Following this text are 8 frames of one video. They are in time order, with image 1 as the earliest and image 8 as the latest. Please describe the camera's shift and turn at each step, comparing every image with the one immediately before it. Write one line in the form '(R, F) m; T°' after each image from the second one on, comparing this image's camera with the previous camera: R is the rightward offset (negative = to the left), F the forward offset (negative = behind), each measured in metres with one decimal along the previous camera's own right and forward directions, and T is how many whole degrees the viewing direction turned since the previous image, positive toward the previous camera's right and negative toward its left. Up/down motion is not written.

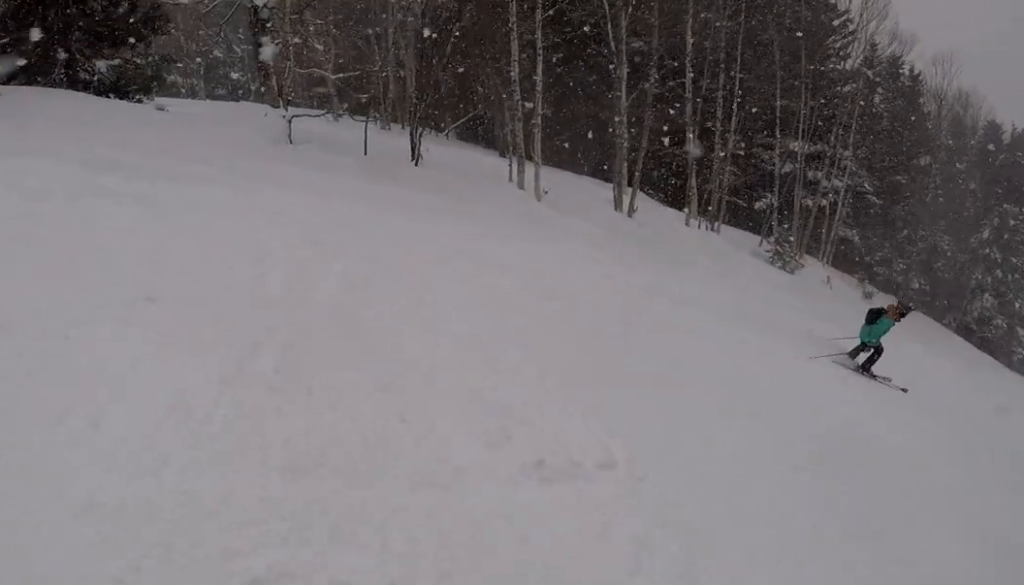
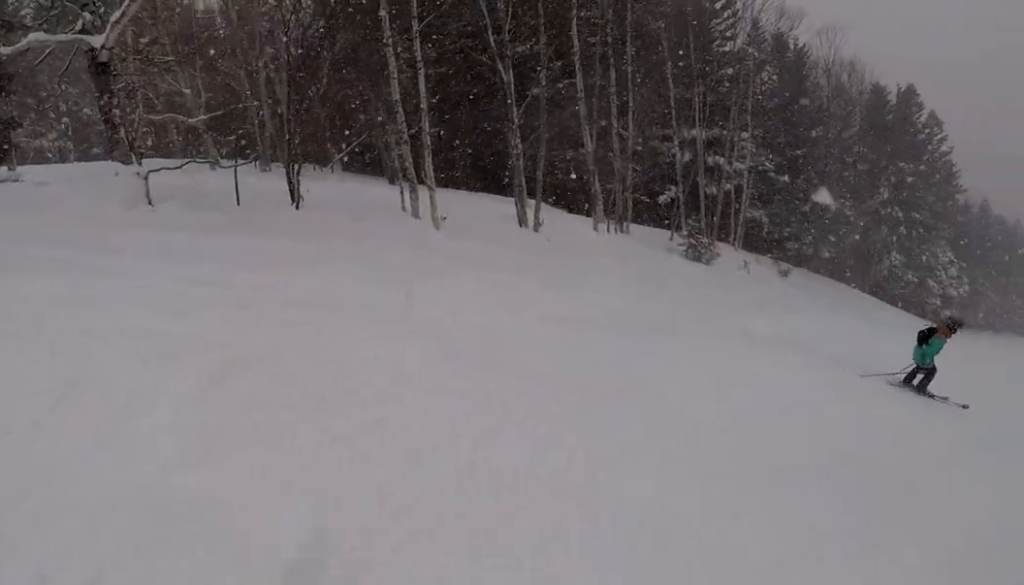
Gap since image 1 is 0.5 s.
(-0.2, +2.0) m; +14°
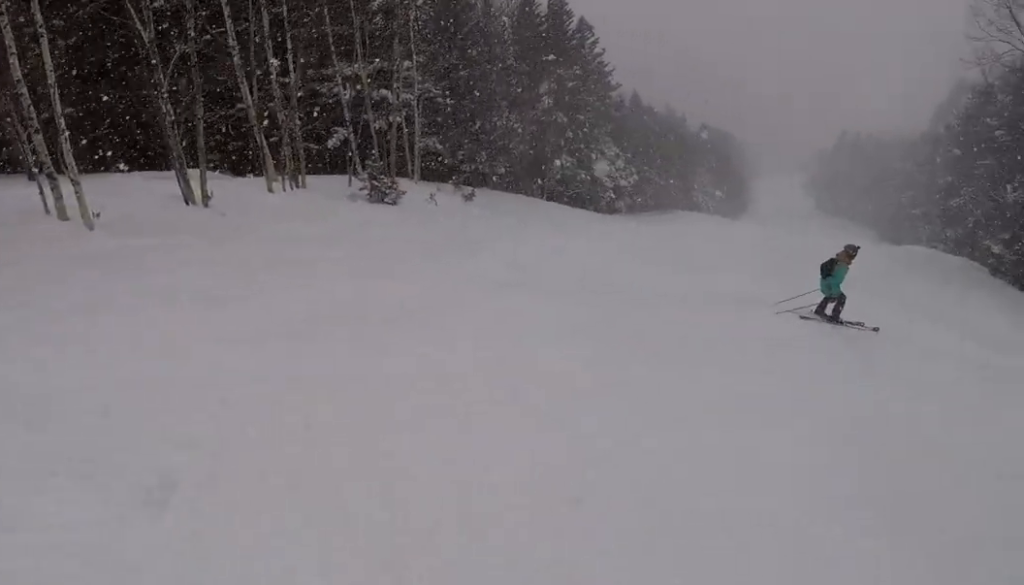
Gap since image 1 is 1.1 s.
(-0.3, +2.4) m; +23°
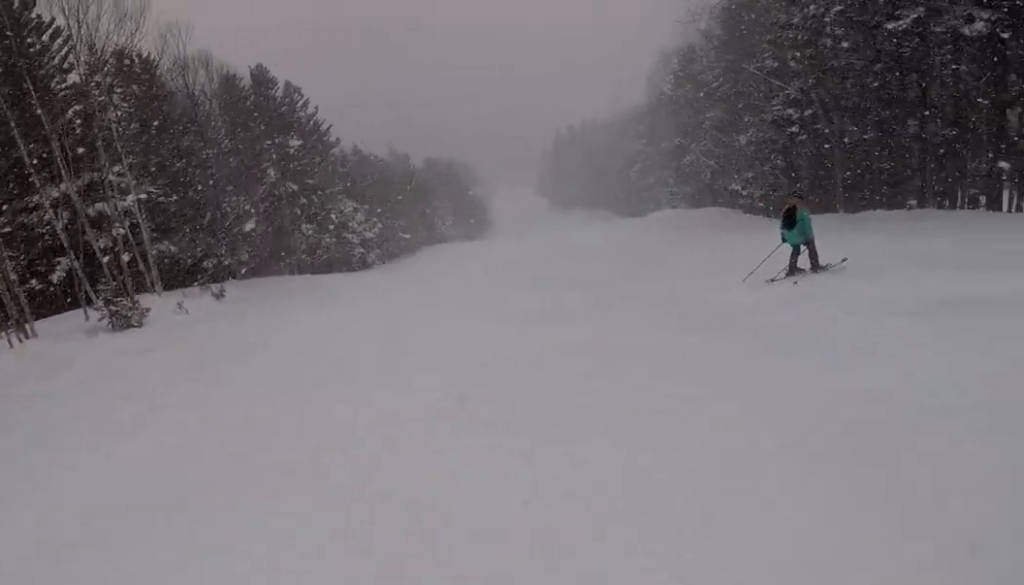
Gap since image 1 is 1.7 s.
(+1.3, +2.3) m; +29°
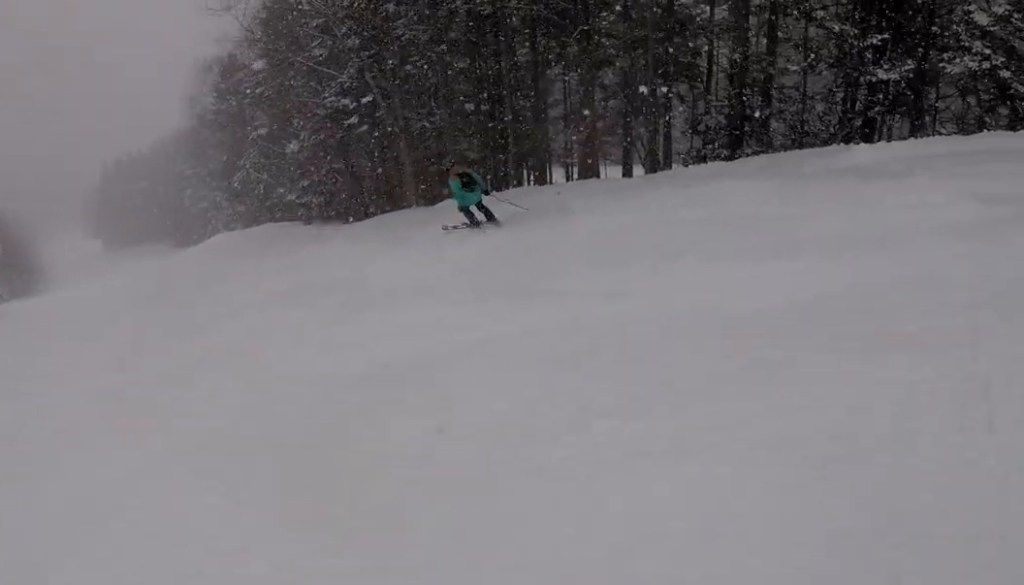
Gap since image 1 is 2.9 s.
(+1.6, +5.4) m; +33°
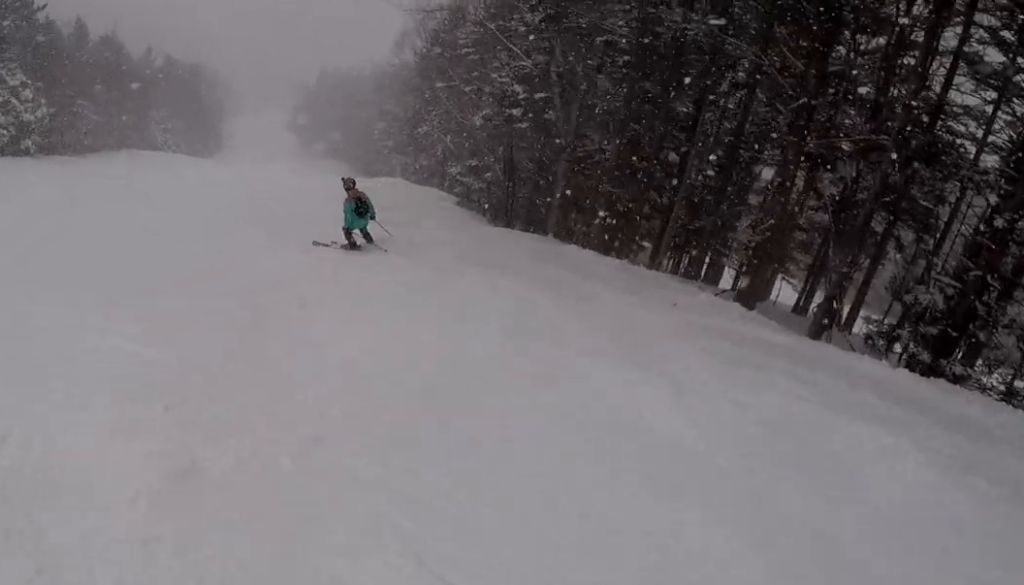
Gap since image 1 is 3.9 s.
(+1.3, +4.7) m; -12°
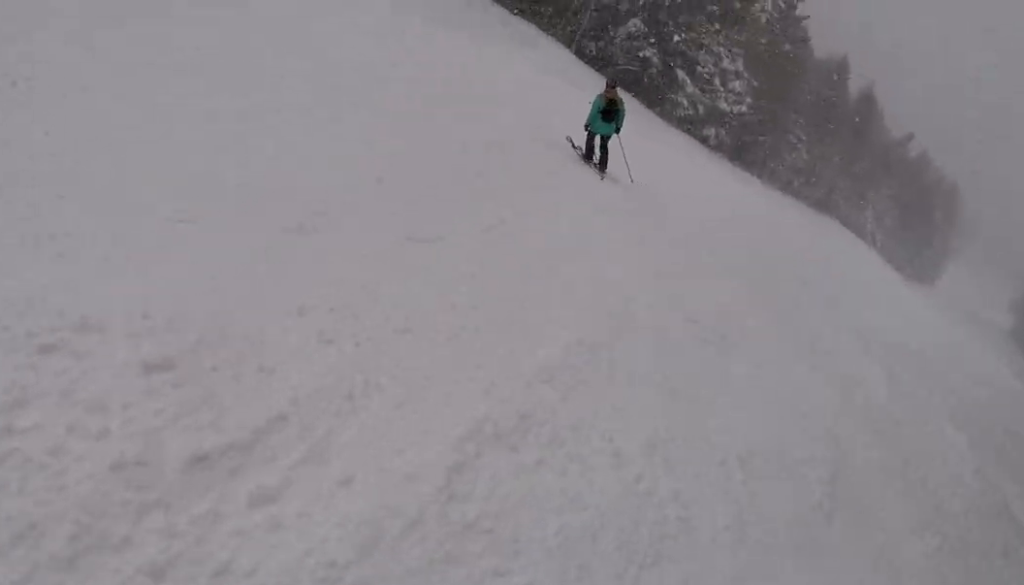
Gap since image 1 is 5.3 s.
(-3.7, +5.0) m; -54°
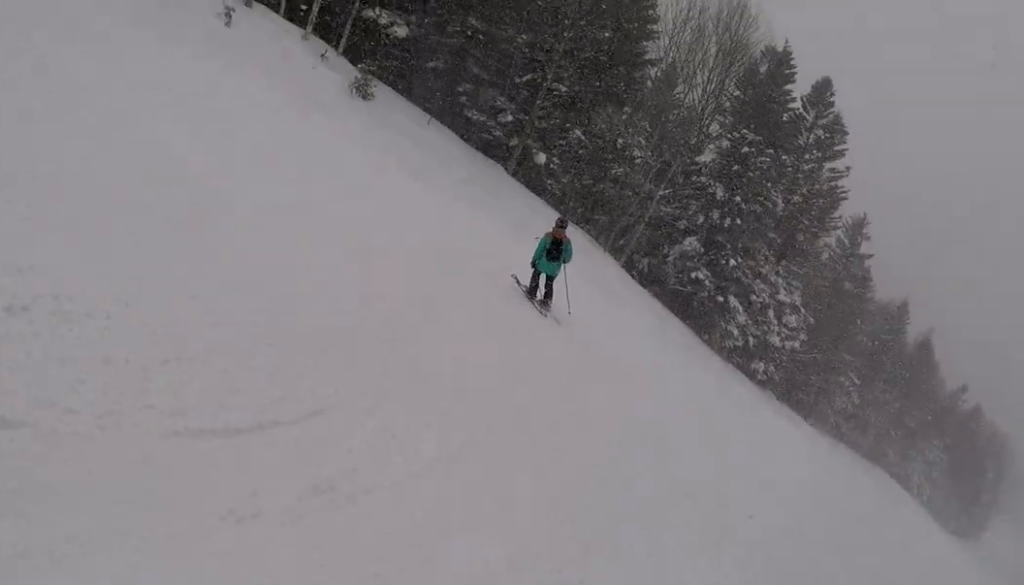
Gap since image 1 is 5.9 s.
(-0.1, +2.8) m; -17°
